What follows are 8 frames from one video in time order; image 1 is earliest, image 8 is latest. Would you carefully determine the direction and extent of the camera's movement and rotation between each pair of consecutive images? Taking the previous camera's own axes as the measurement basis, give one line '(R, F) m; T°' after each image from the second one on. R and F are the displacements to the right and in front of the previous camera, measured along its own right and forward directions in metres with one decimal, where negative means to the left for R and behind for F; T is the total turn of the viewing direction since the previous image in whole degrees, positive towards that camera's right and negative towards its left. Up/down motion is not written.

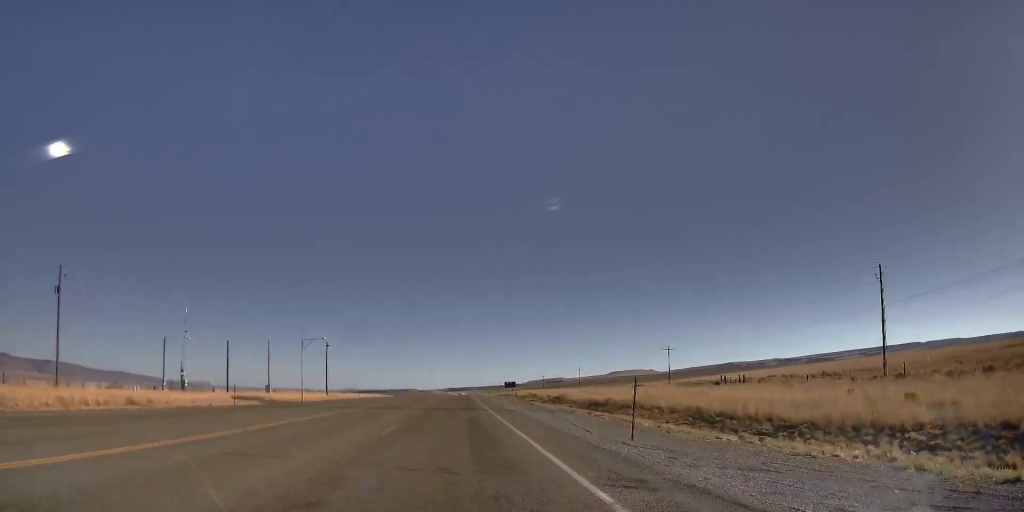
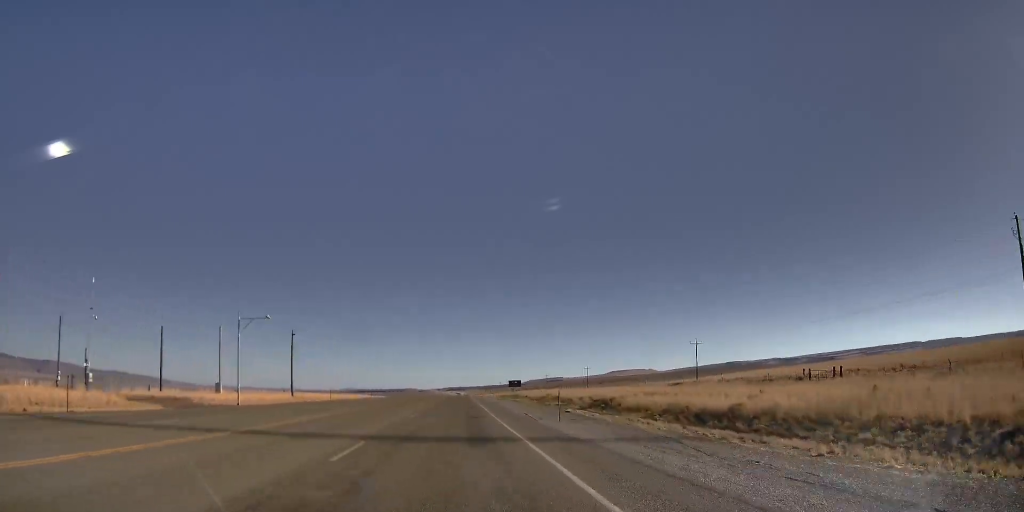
(+0.2, +21.6) m; 0°
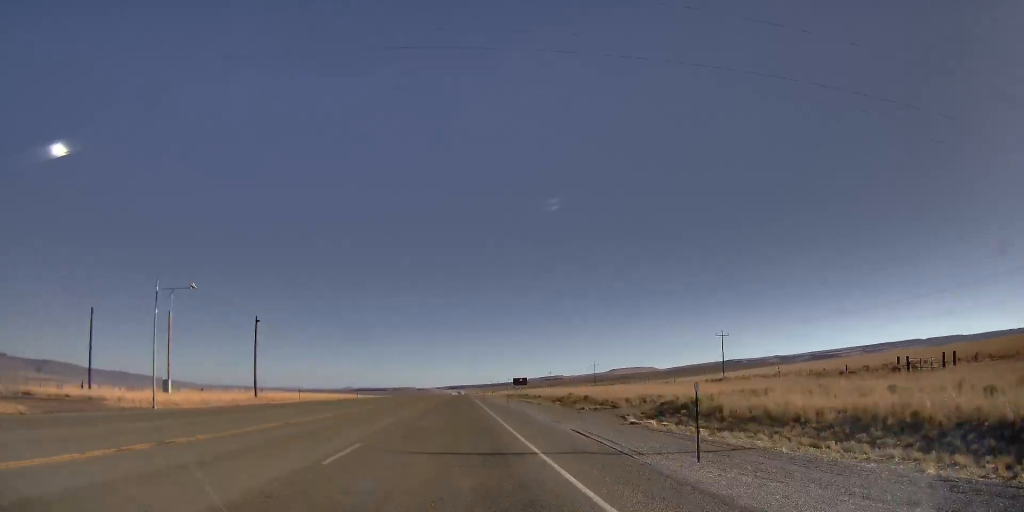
(-0.2, +15.8) m; 0°
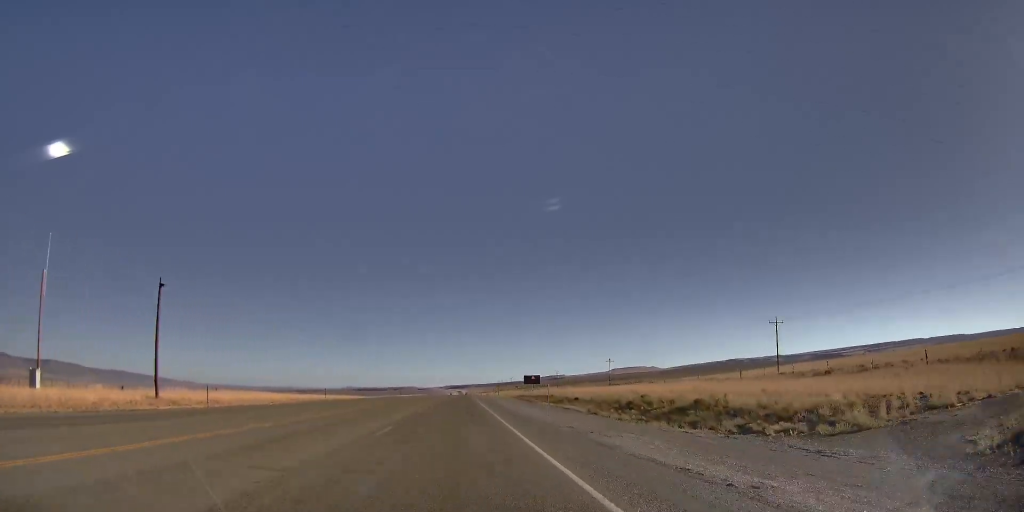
(-0.1, +24.7) m; +1°
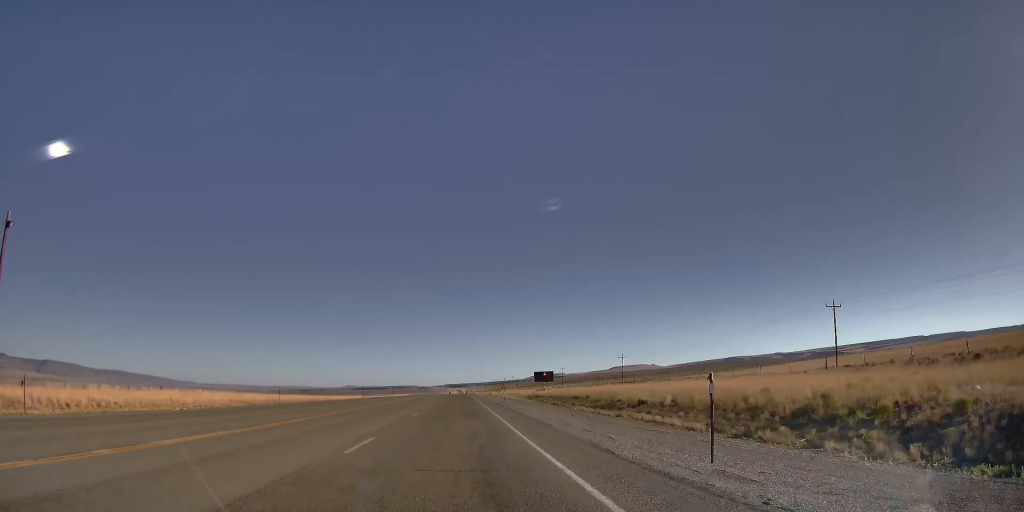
(+0.1, +19.8) m; +1°
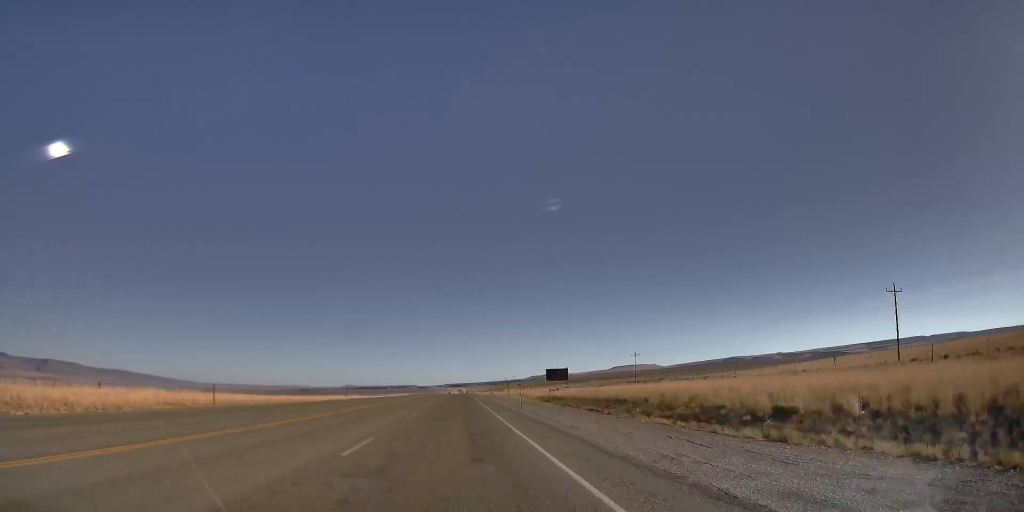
(+0.4, +15.8) m; 0°
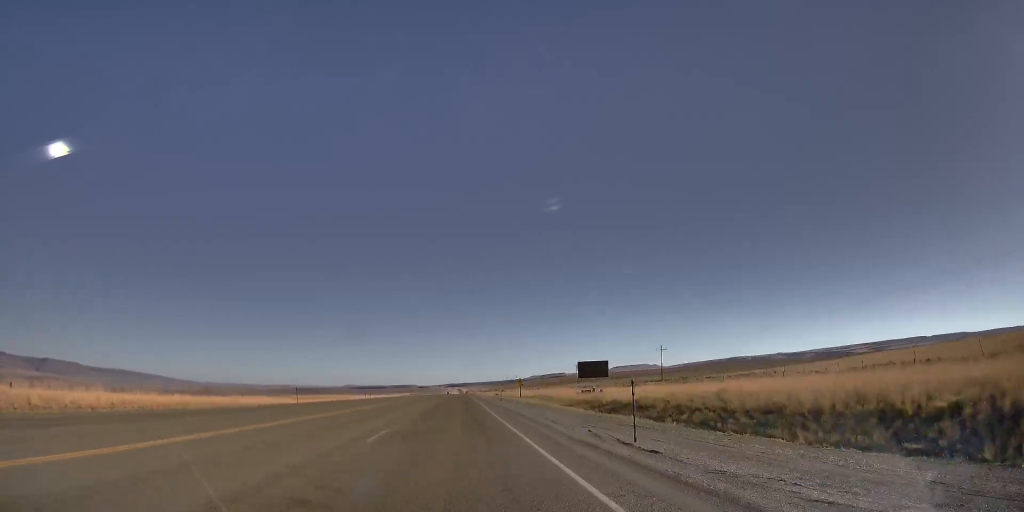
(-0.4, +27.6) m; -1°
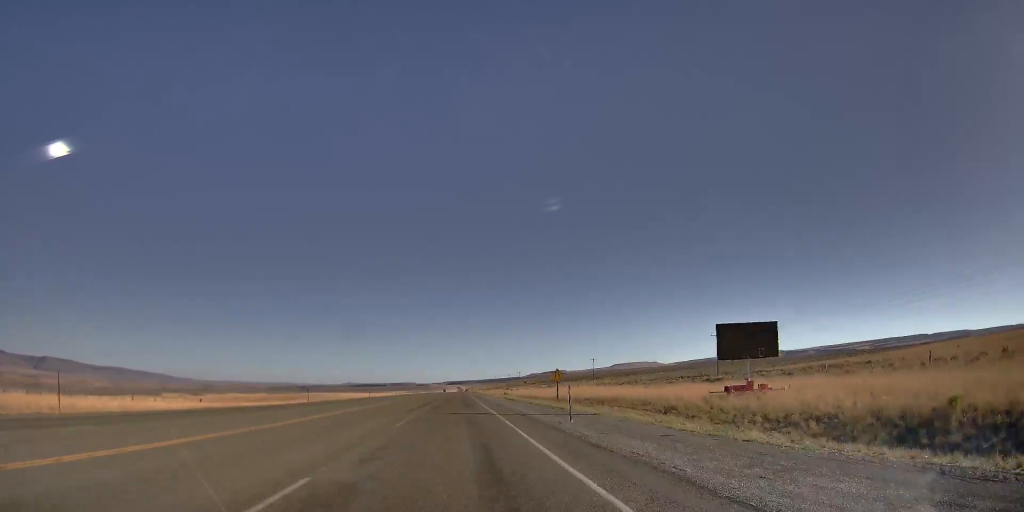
(-0.3, +40.2) m; 0°
